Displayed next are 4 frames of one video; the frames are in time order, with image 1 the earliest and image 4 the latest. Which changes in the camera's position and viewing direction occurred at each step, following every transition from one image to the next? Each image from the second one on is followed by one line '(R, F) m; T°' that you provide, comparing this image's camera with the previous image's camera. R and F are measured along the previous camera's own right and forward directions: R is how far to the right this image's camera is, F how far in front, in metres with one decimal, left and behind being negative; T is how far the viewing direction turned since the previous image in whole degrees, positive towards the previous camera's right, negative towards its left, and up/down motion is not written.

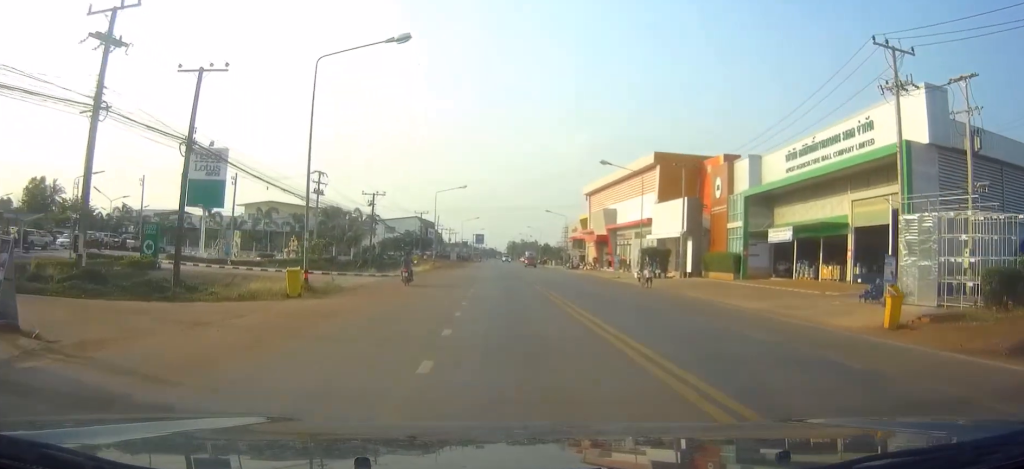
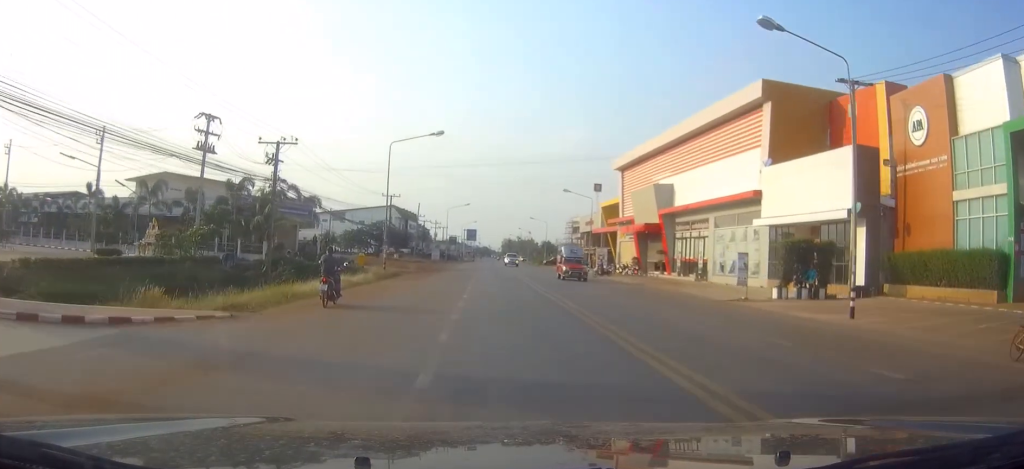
(+0.4, +37.6) m; +1°
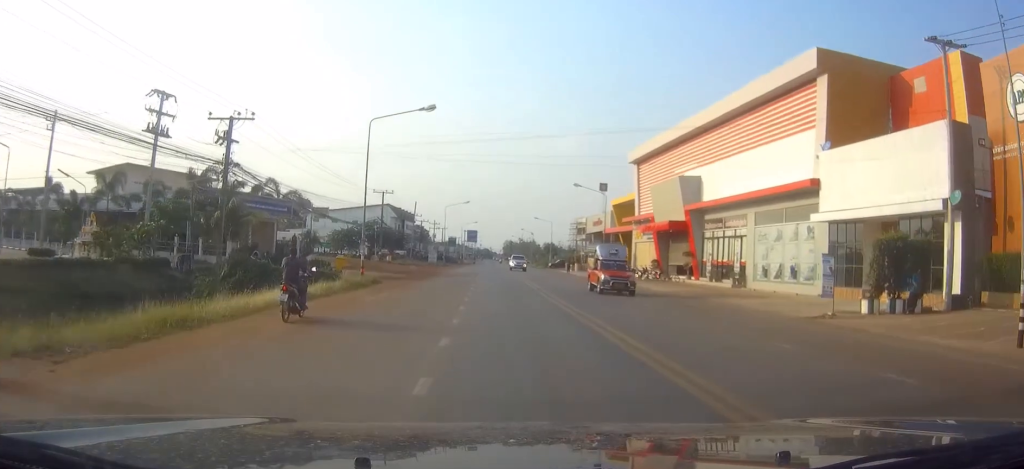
(0.0, +10.5) m; 0°
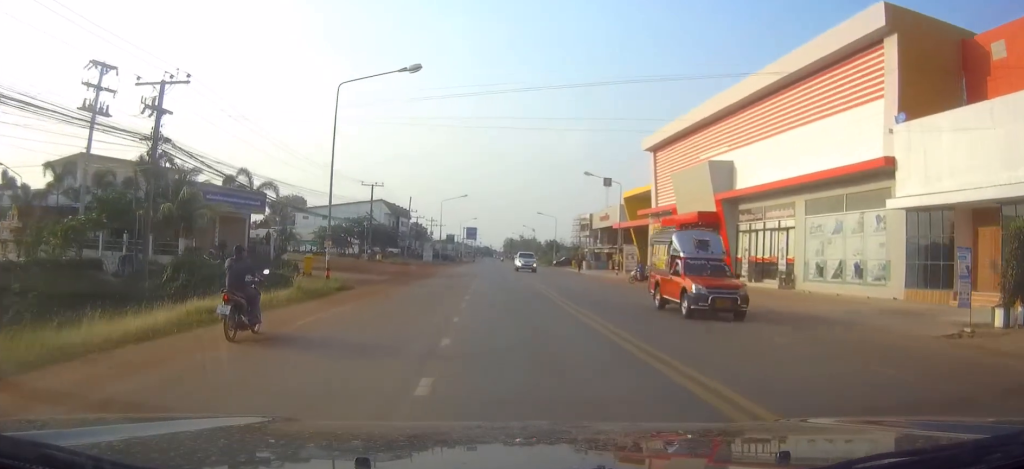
(0.0, +10.4) m; 0°
